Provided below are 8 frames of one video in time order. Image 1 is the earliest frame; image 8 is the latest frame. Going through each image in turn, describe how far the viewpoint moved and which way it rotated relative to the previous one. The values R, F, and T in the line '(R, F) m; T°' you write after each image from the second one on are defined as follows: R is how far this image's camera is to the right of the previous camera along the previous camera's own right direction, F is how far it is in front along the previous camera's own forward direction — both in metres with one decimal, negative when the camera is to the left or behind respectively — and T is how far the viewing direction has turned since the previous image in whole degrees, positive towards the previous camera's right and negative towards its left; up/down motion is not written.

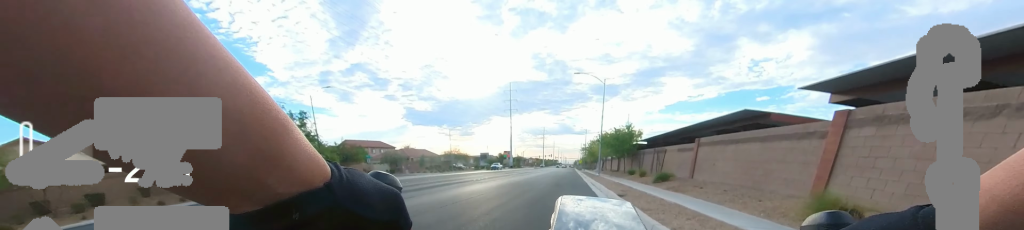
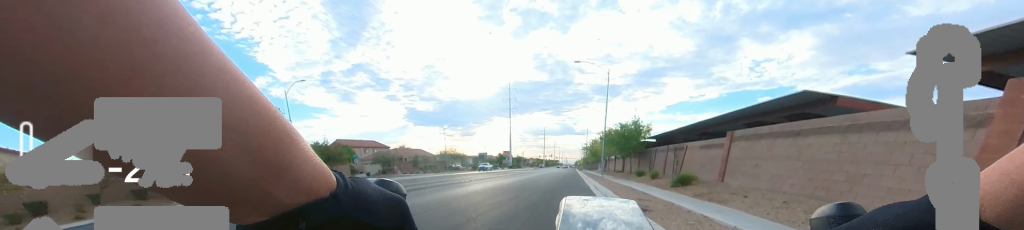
(0.0, +3.2) m; 0°
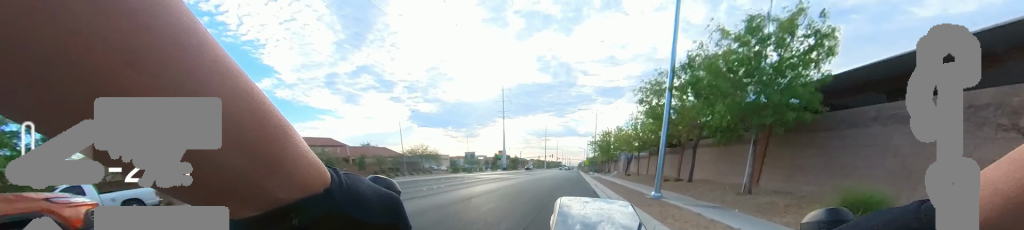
(0.0, +17.2) m; 0°
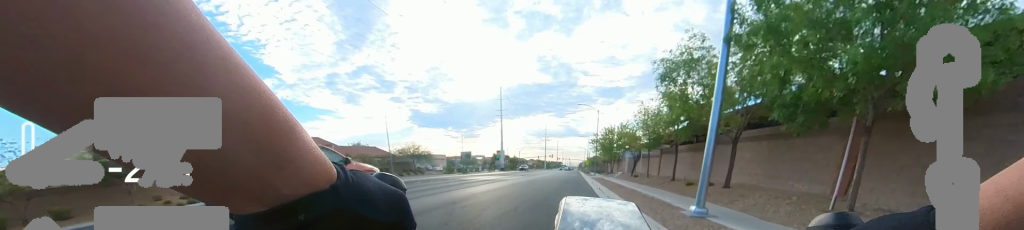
(0.0, +3.3) m; 0°
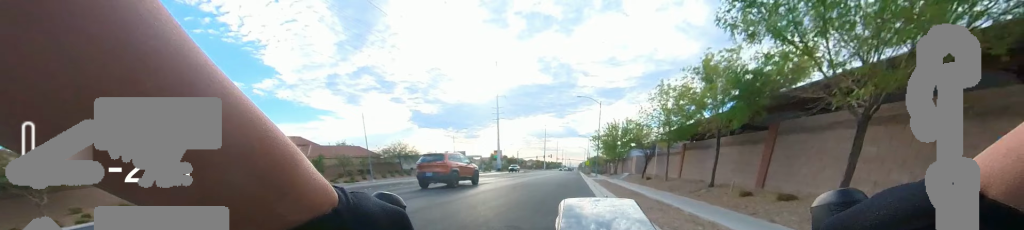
(0.0, +4.5) m; 0°
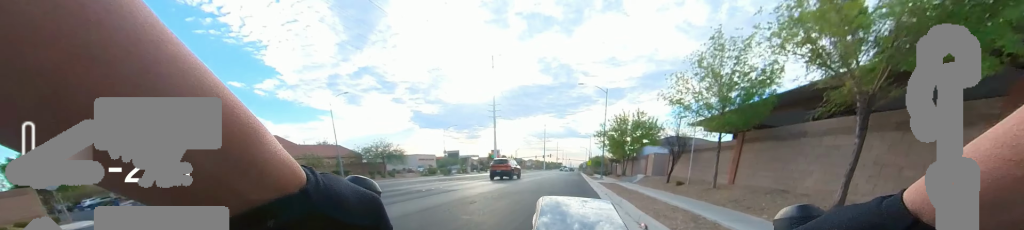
(0.0, +5.6) m; 0°
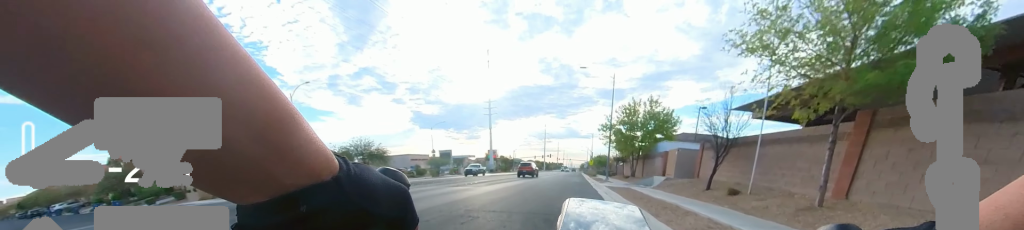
(0.0, +5.2) m; 0°
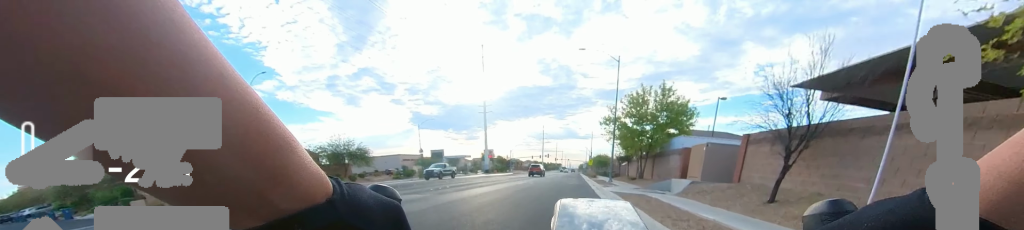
(0.0, +4.2) m; 0°
